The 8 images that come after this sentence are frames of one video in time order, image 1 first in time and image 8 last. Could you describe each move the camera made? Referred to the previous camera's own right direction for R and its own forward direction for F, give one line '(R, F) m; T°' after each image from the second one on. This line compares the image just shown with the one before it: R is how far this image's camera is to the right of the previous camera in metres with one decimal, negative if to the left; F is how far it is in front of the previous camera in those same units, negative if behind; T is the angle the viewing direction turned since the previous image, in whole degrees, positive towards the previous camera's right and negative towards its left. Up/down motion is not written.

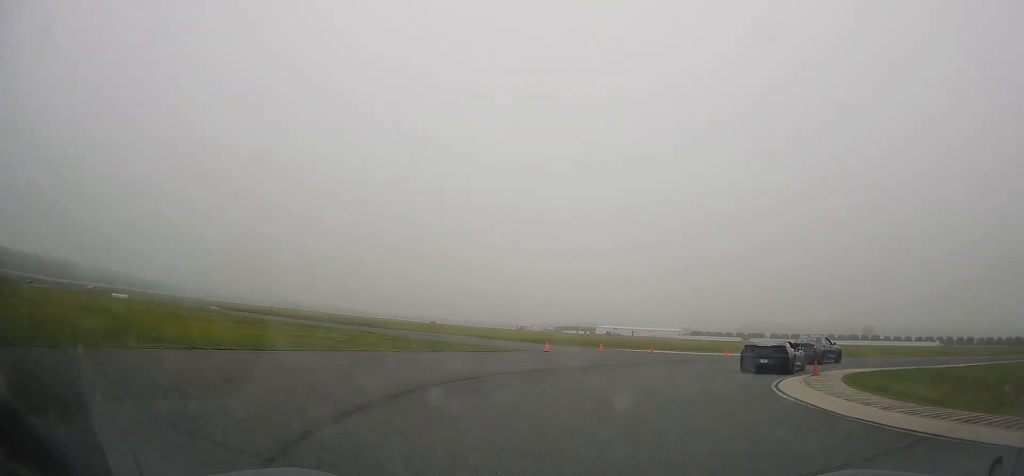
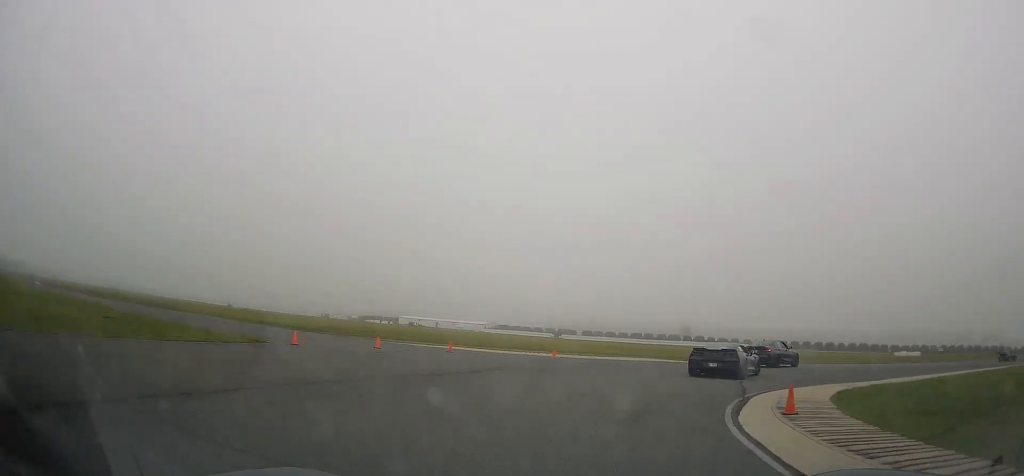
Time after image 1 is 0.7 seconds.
(+1.7, +9.9) m; +21°
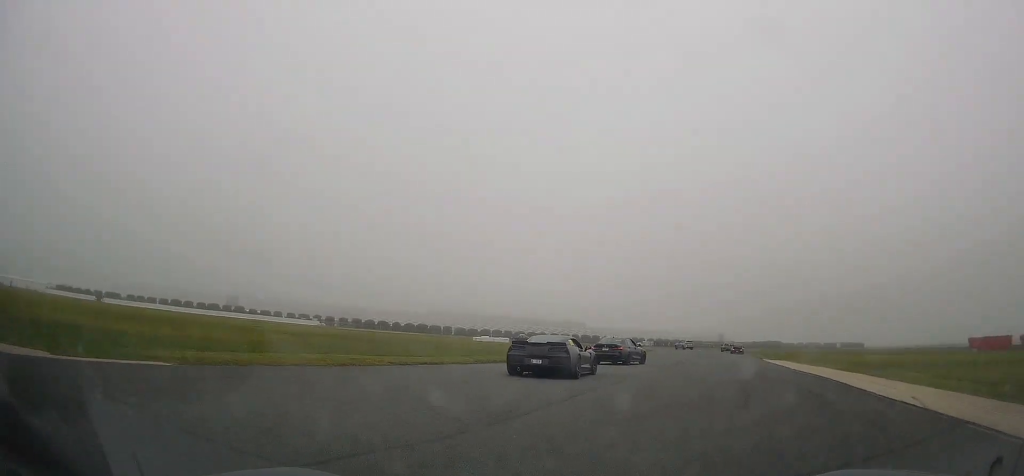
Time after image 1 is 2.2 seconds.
(+10.4, +23.0) m; +43°
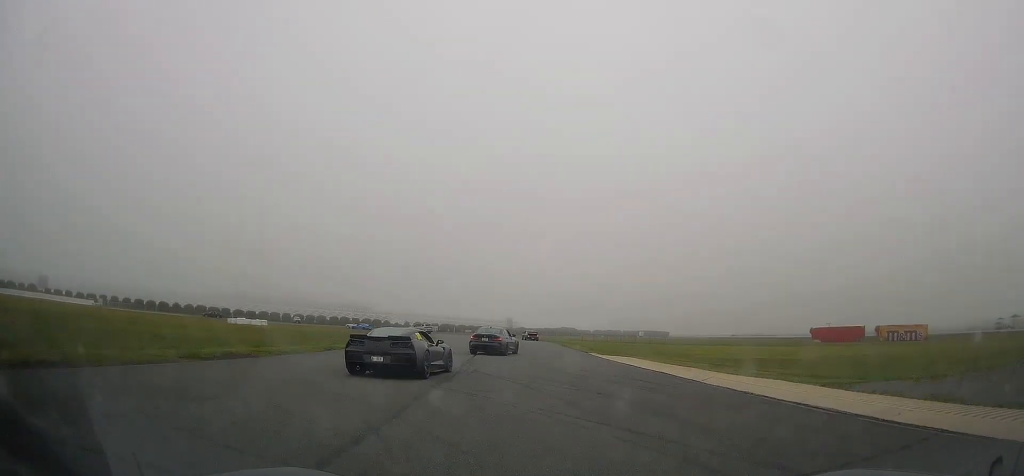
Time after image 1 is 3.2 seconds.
(+2.9, +18.5) m; +14°
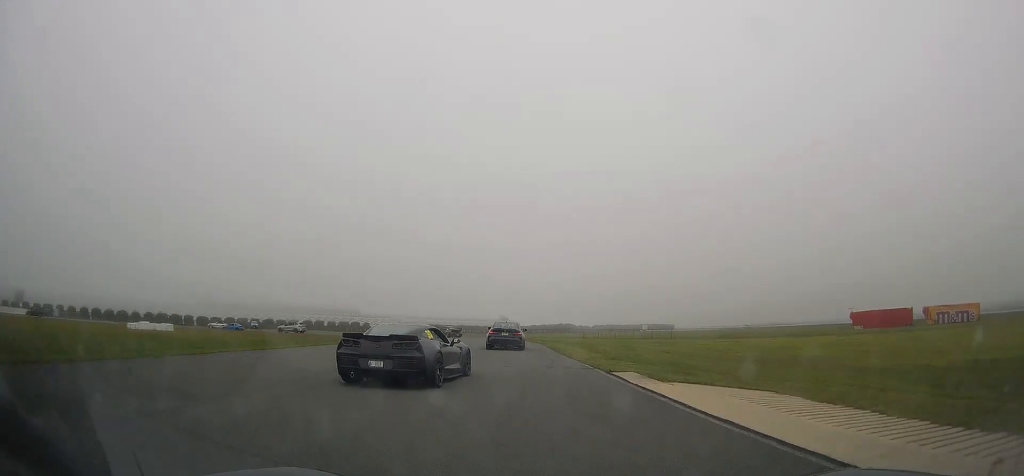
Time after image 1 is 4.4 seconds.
(+2.0, +23.5) m; +3°
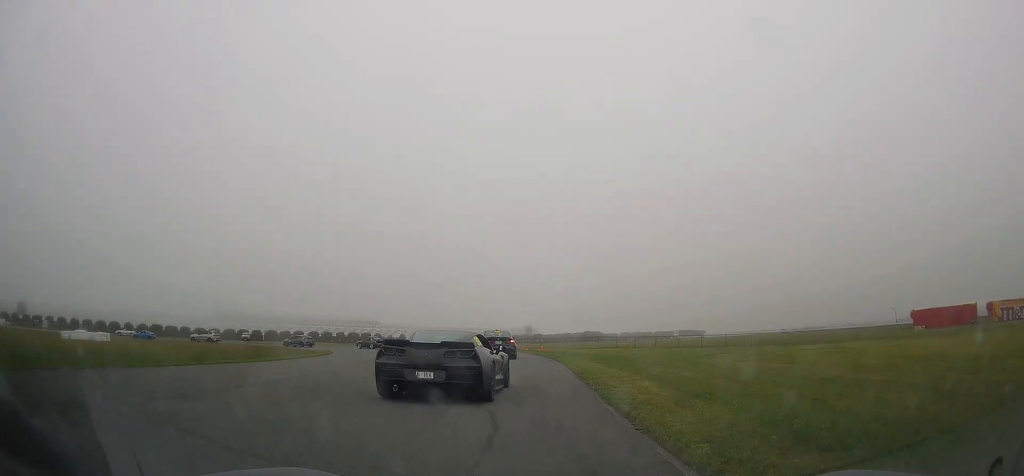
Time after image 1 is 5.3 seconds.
(-1.0, +15.7) m; -3°
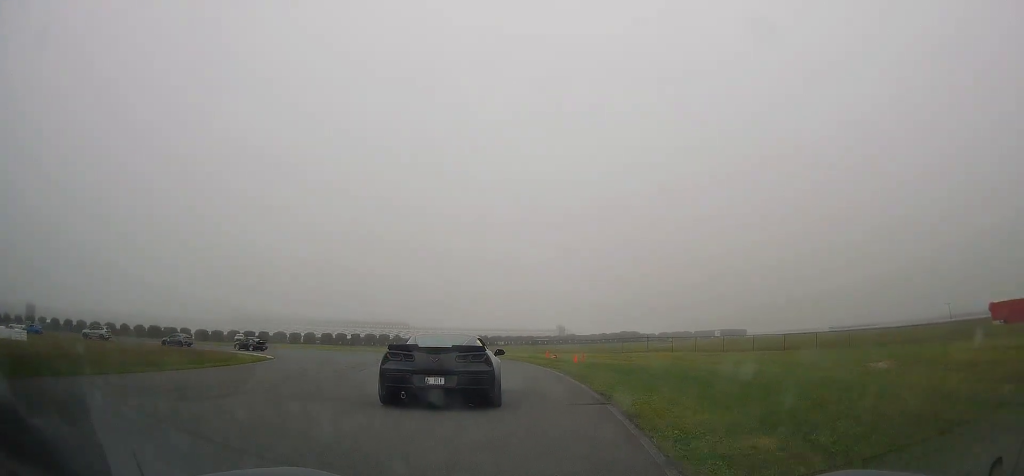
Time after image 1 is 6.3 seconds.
(+0.1, +16.9) m; -3°
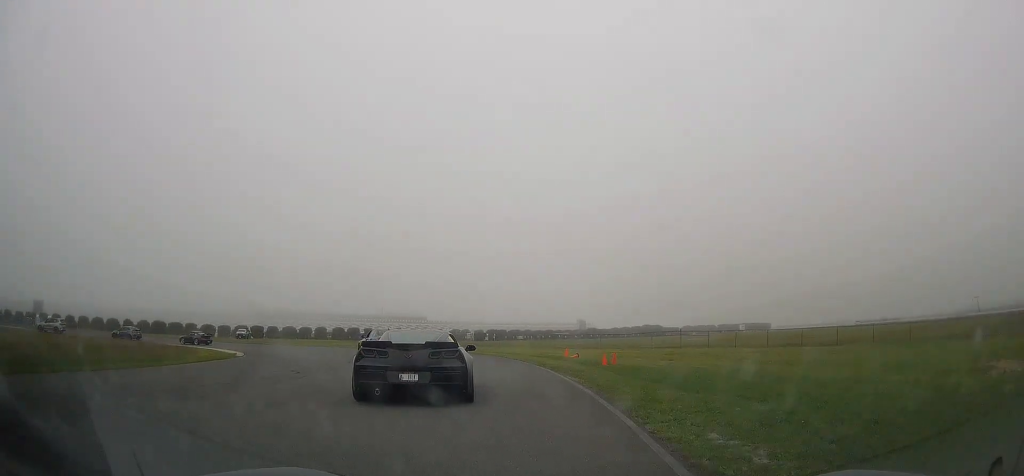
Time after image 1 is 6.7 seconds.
(-0.4, +6.9) m; -5°
